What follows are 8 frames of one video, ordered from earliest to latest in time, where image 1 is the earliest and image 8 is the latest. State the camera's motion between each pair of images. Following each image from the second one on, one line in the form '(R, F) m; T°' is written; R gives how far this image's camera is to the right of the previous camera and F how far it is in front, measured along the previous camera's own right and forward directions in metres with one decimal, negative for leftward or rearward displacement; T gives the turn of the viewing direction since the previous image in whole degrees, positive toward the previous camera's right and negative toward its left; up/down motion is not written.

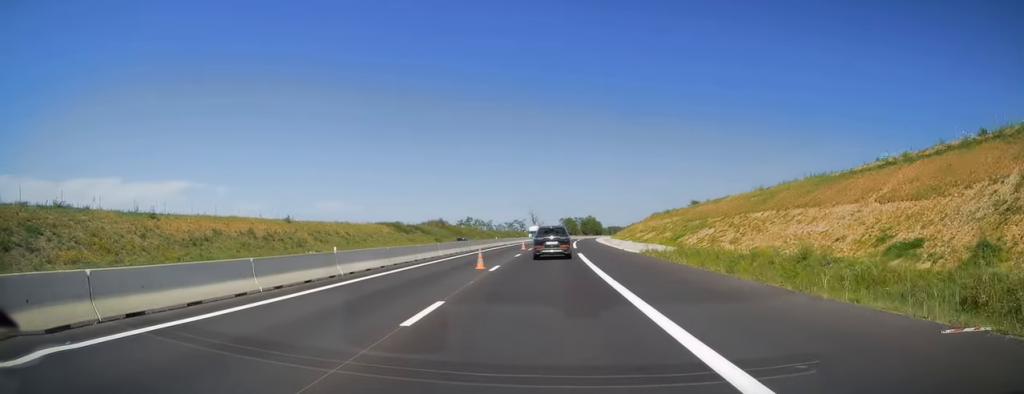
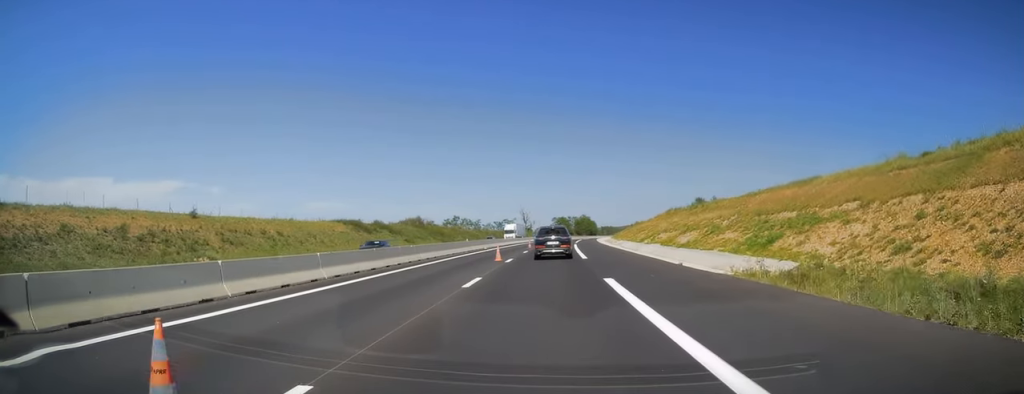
(0.0, +19.4) m; +1°
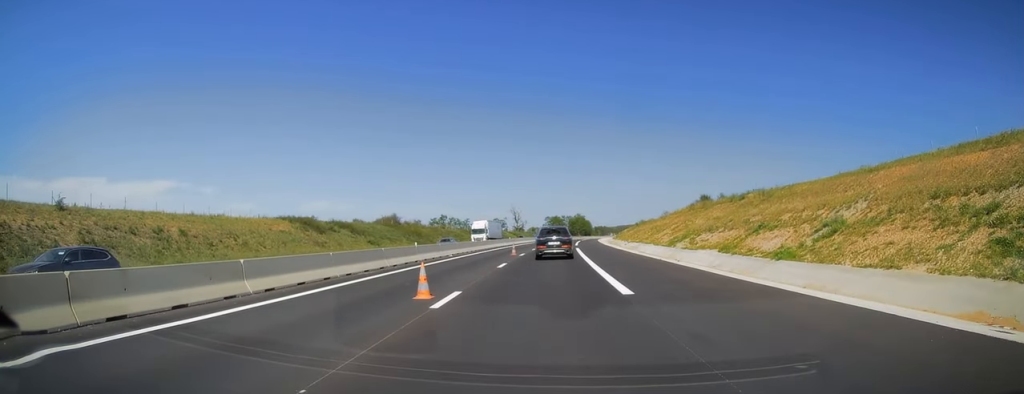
(+0.2, +17.0) m; +1°
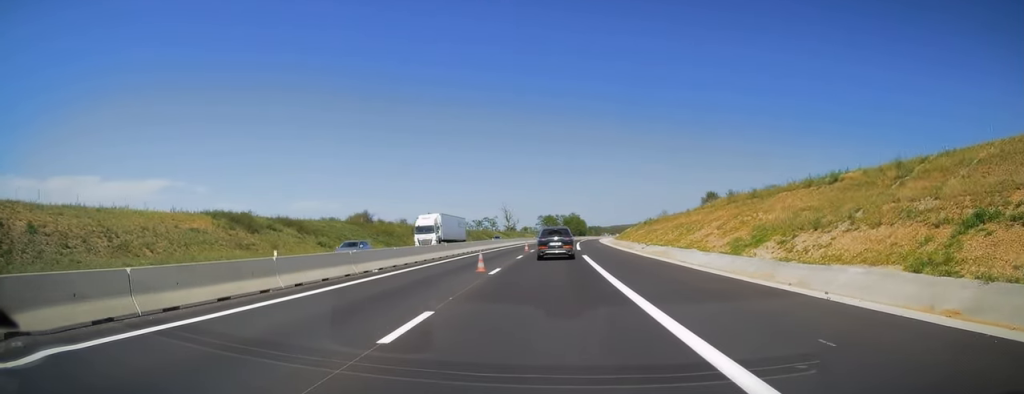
(+0.2, +16.4) m; +1°
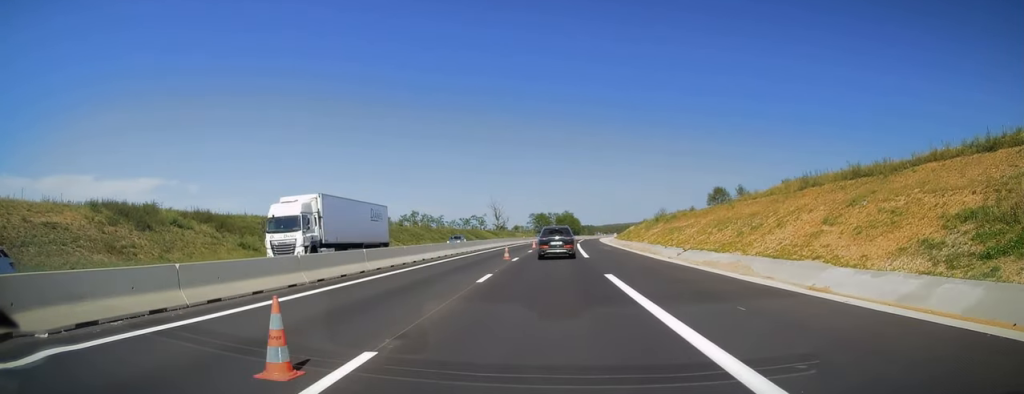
(0.0, +16.5) m; 0°
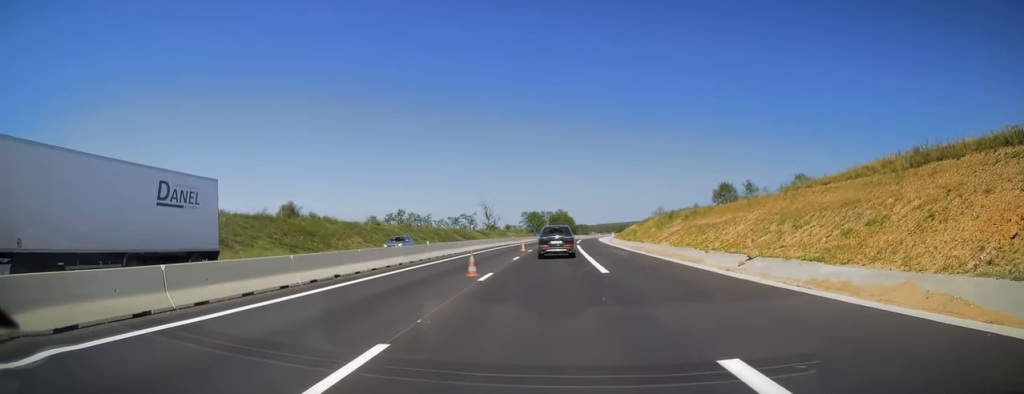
(0.0, +12.5) m; +1°
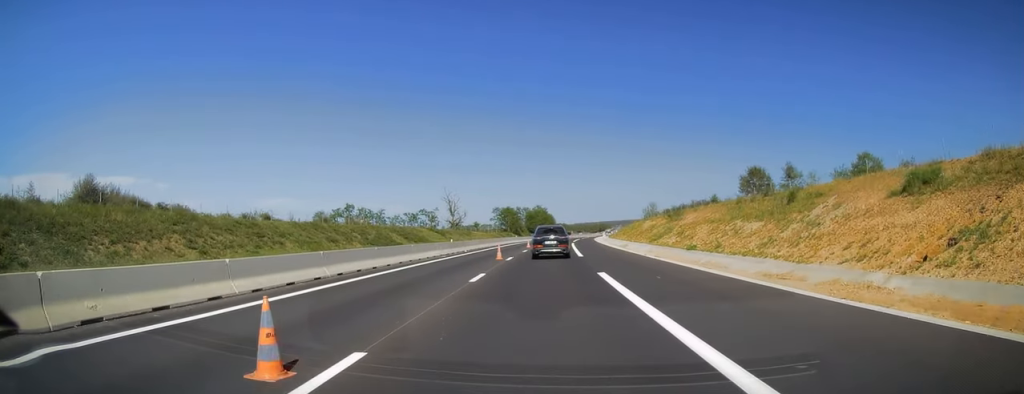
(+0.9, +39.0) m; +2°
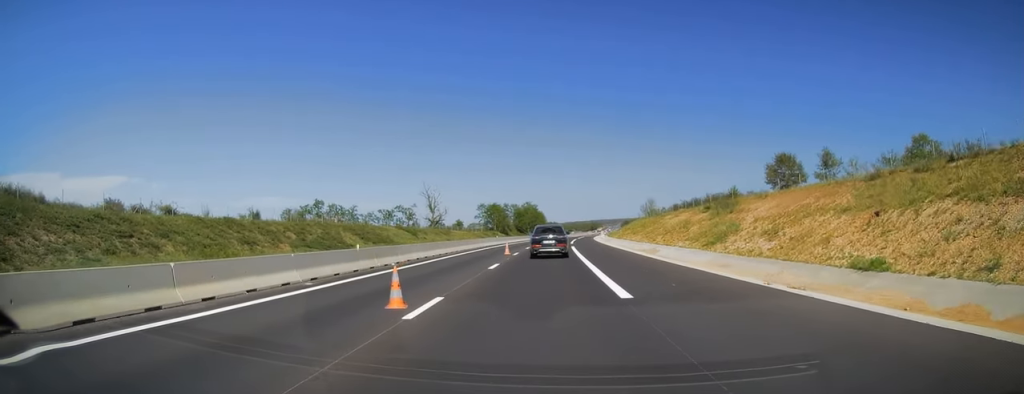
(+0.2, +19.9) m; 0°
